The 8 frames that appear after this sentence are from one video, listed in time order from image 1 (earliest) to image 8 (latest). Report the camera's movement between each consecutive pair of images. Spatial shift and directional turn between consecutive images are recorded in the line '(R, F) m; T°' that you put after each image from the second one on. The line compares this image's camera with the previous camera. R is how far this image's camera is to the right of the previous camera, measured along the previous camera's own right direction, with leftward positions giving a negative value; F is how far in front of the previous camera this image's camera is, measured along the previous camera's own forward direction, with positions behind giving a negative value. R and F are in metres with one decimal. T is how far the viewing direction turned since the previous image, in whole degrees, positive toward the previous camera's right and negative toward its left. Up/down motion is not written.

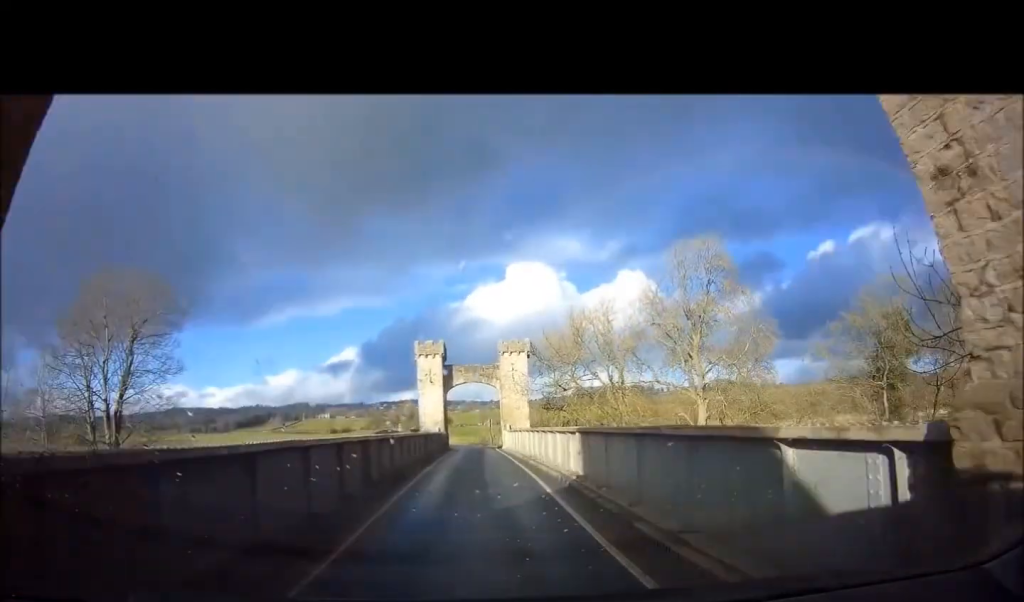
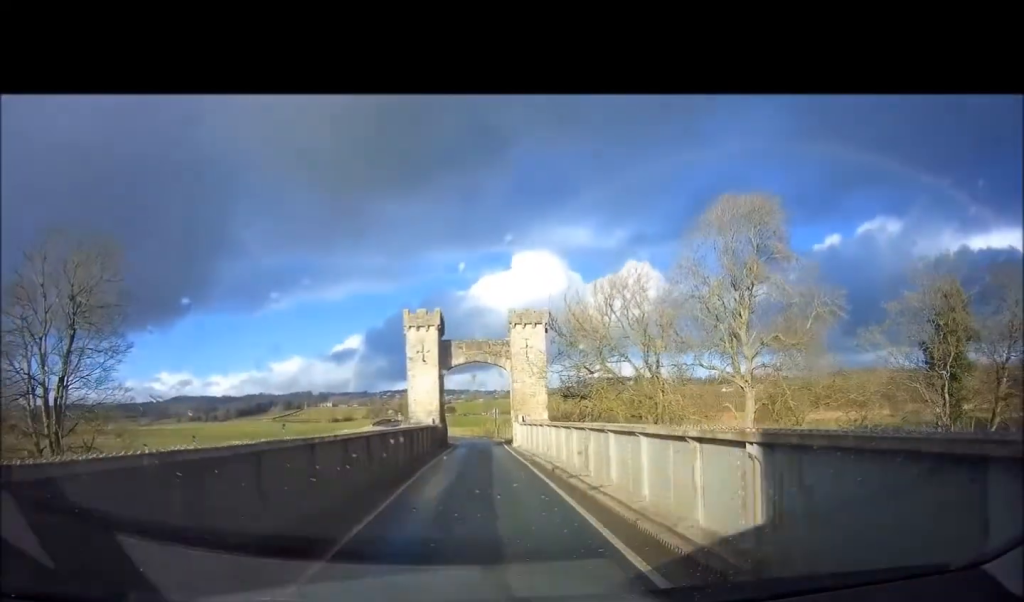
(+0.1, +7.5) m; 0°
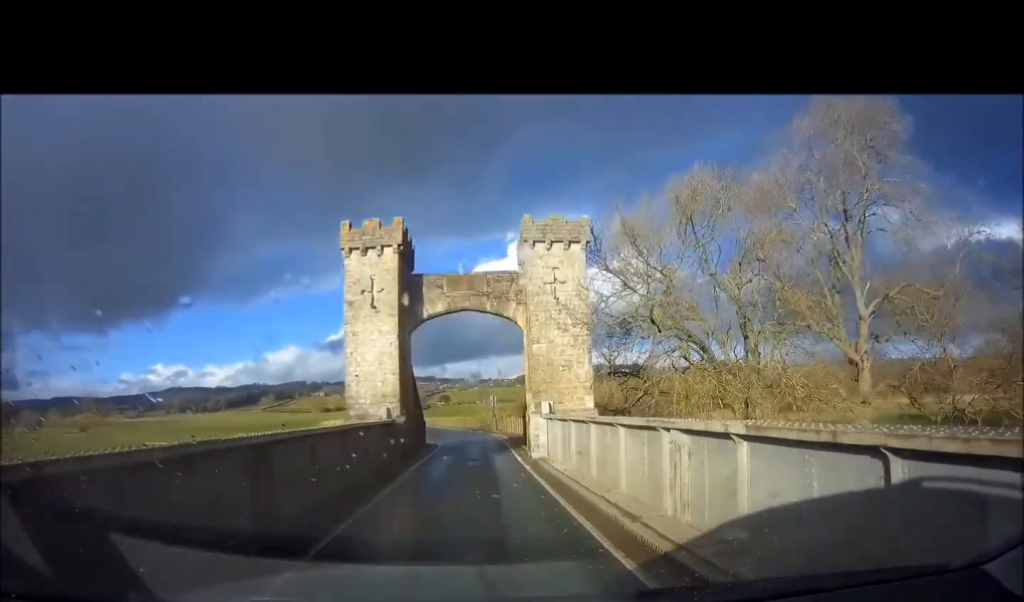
(-0.1, +12.6) m; -1°
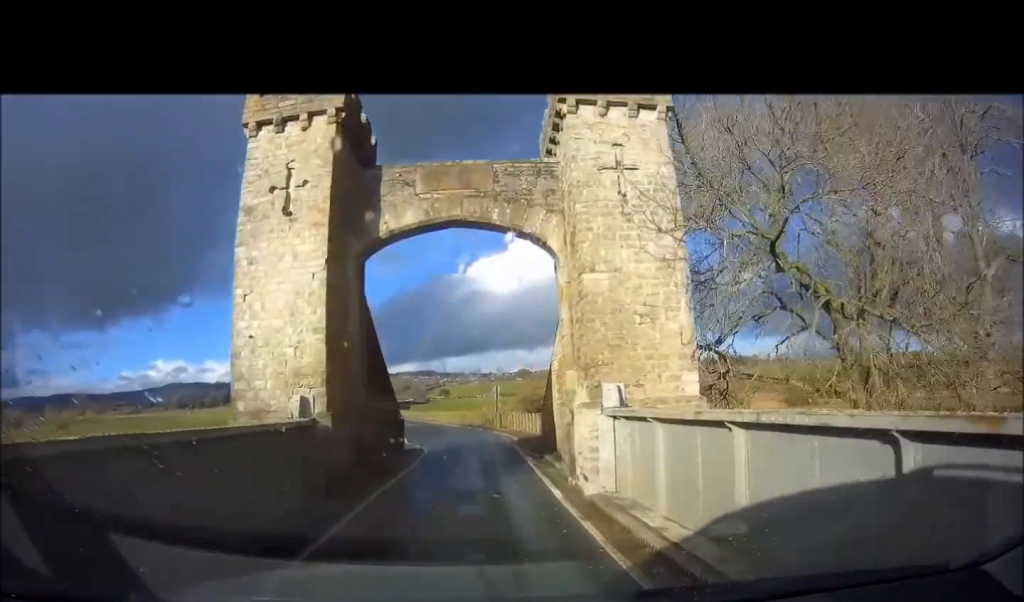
(0.0, +7.7) m; -1°
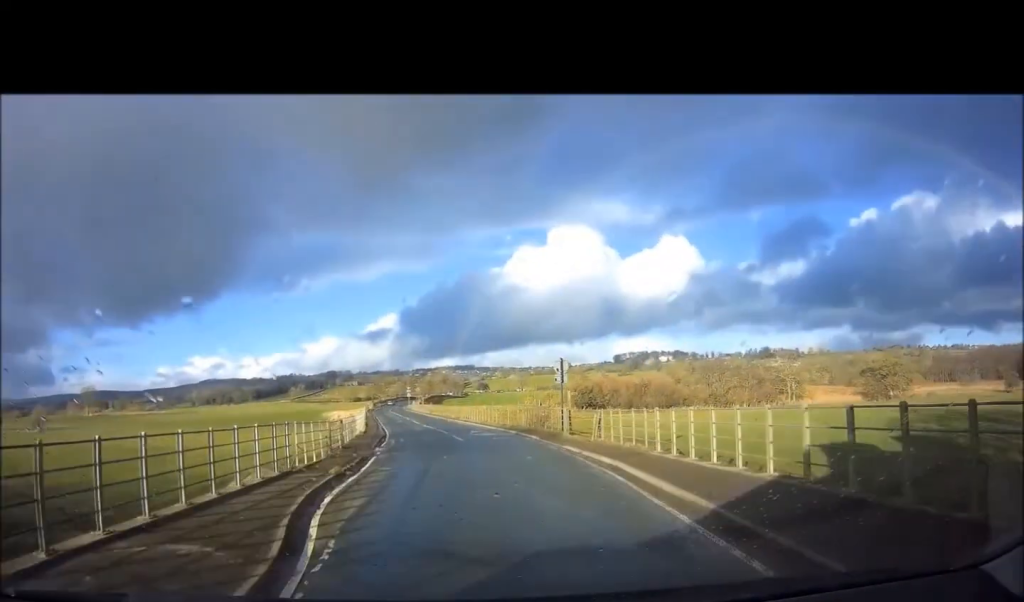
(-0.4, +18.6) m; -5°
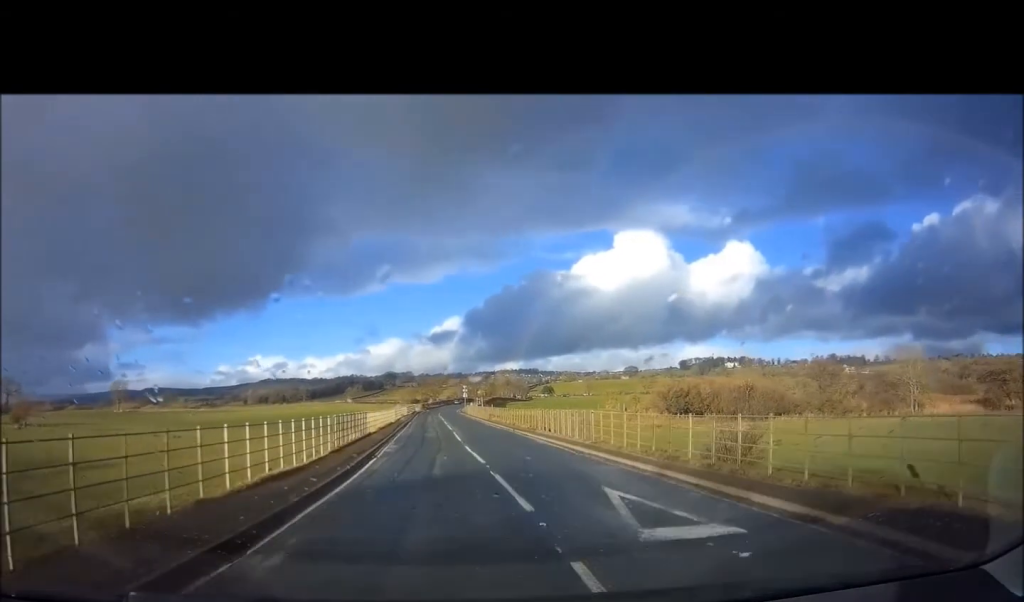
(-1.4, +20.5) m; -7°
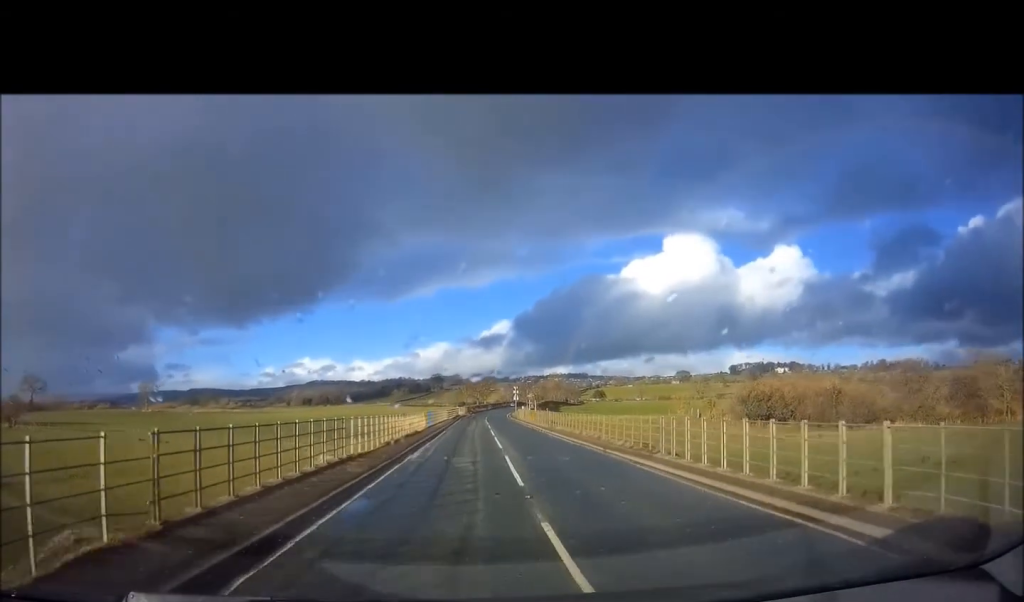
(-0.4, +12.2) m; -3°
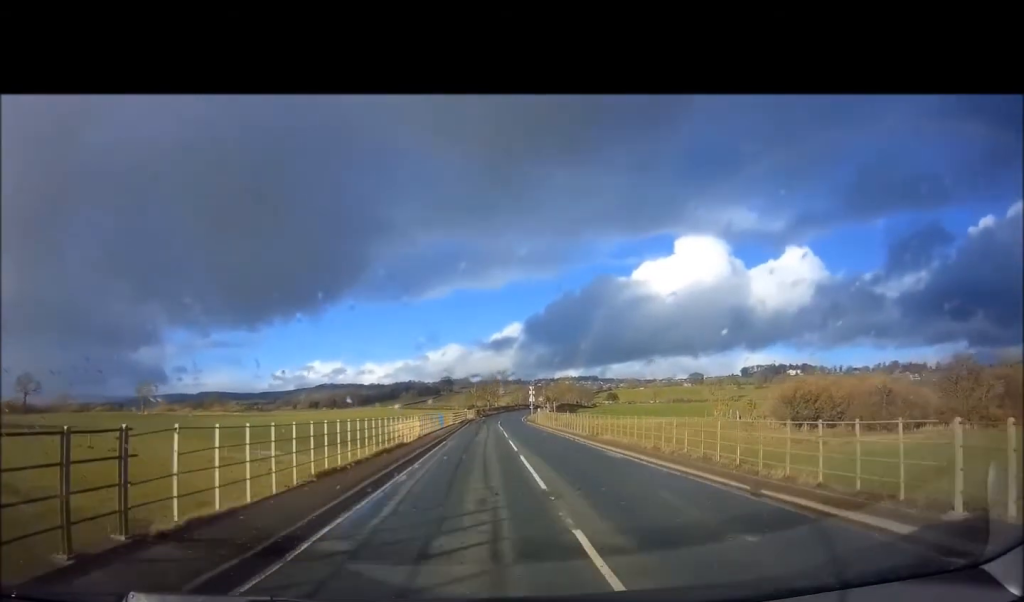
(-0.1, +10.0) m; -1°
